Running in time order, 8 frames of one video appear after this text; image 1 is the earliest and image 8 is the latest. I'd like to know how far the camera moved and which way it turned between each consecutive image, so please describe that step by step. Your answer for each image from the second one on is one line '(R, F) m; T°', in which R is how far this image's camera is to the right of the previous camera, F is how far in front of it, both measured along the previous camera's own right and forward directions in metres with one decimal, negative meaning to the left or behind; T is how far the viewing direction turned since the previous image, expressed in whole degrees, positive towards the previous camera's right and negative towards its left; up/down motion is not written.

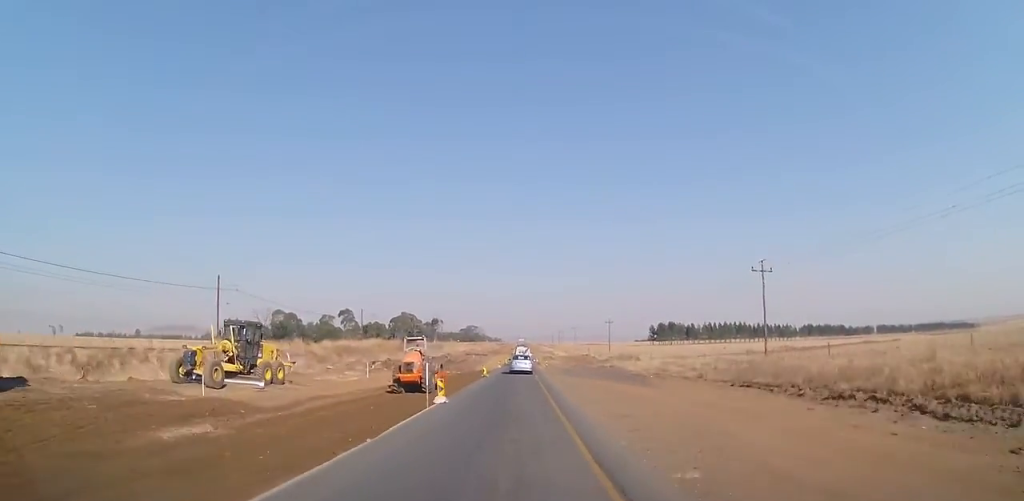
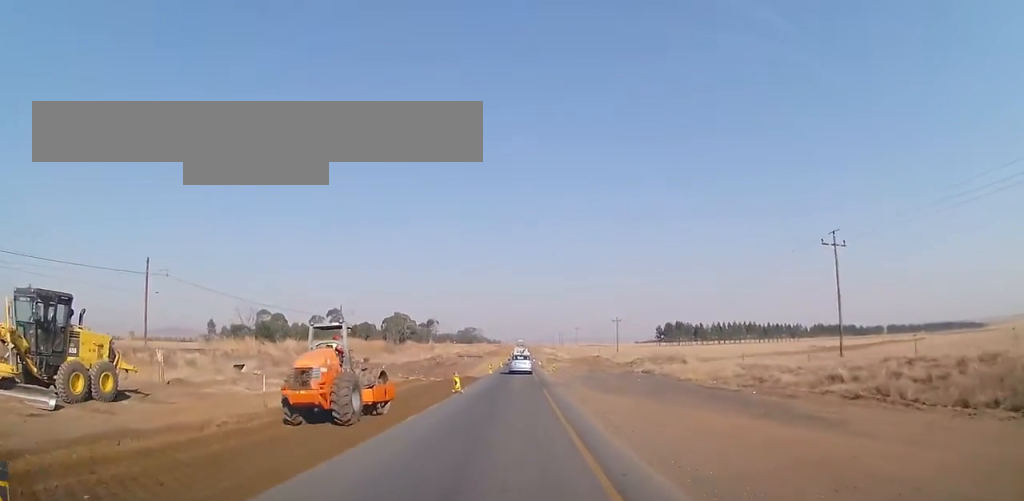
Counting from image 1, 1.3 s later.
(-0.4, +15.7) m; -2°
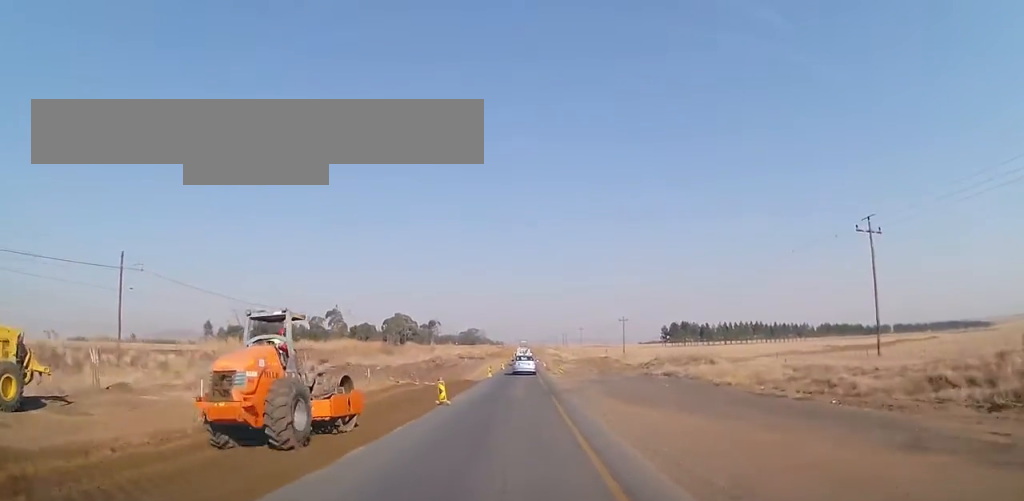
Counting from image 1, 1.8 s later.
(0.0, +5.1) m; 0°
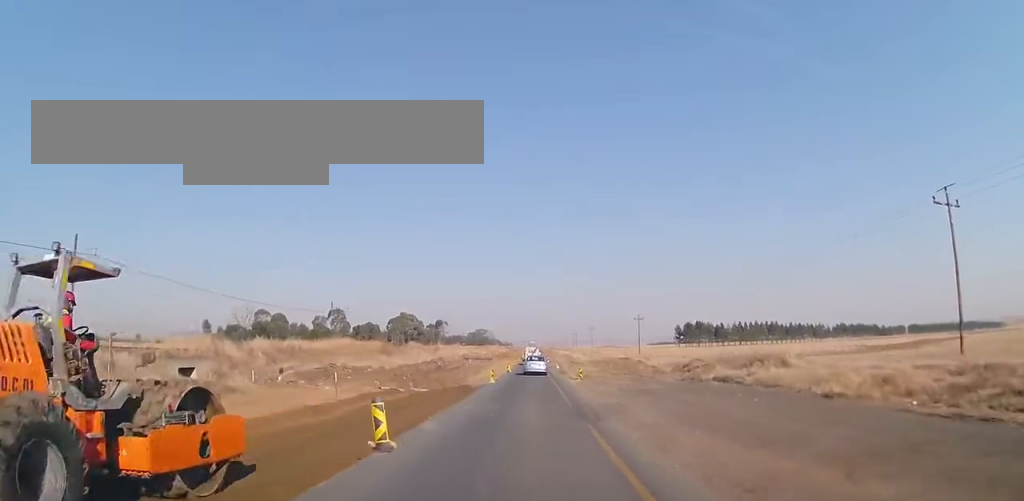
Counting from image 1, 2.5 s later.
(0.0, +8.5) m; 0°
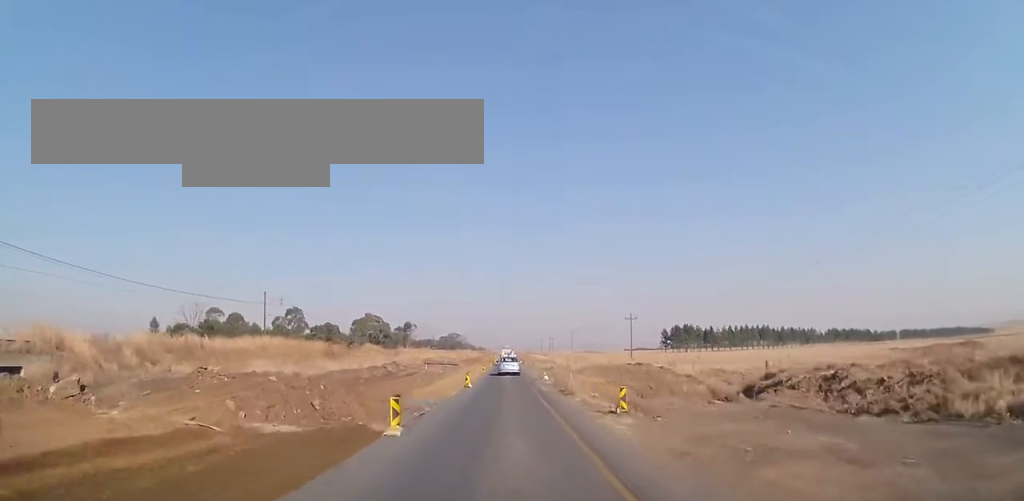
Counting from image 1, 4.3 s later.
(-0.1, +19.5) m; -1°
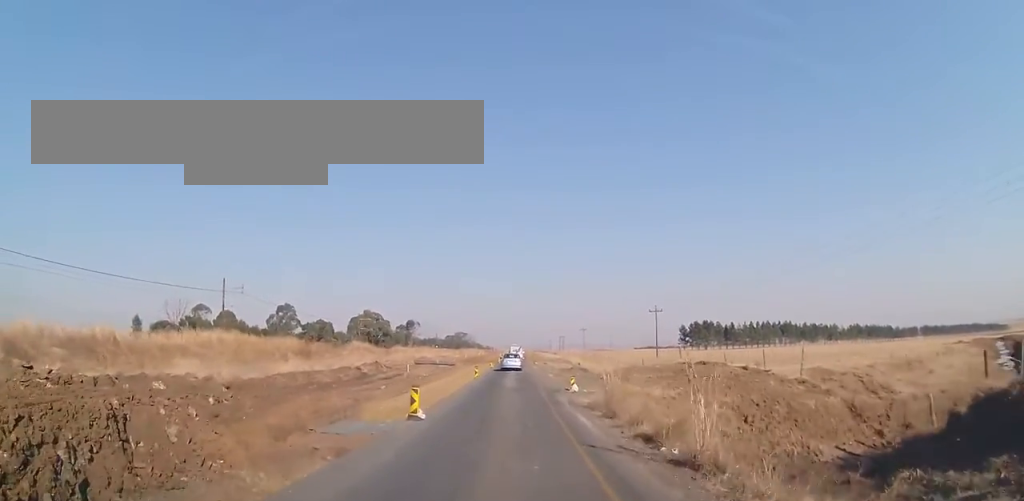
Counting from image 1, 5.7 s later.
(+0.1, +15.4) m; +2°
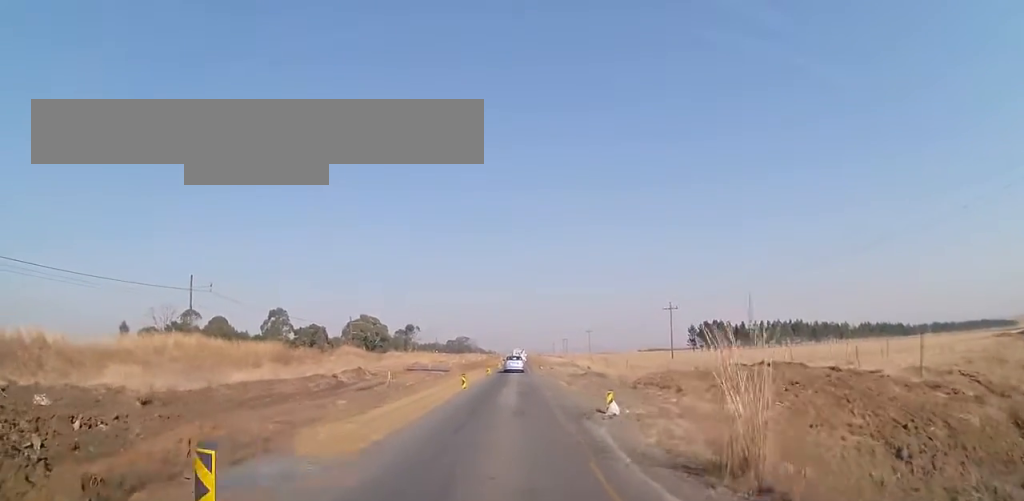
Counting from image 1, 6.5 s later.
(+0.2, +8.8) m; +1°
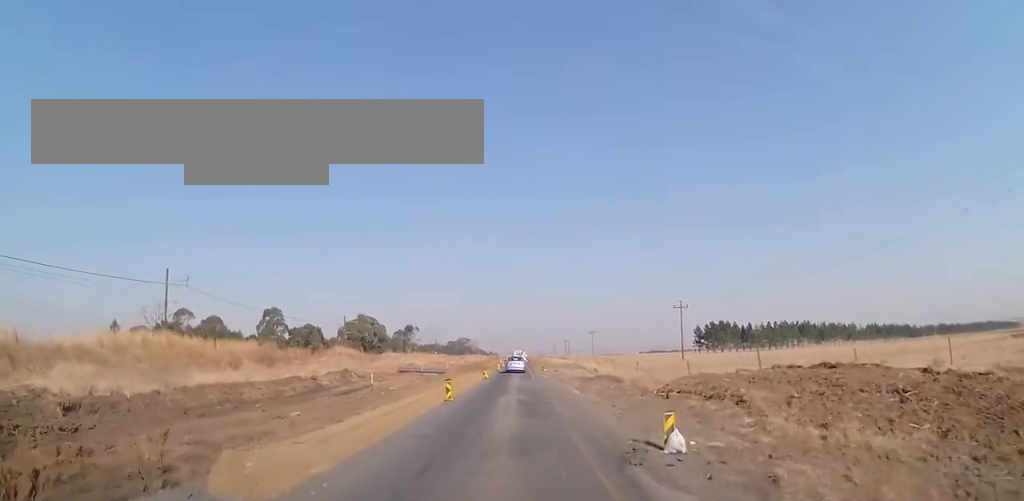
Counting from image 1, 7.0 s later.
(0.0, +5.5) m; 0°
